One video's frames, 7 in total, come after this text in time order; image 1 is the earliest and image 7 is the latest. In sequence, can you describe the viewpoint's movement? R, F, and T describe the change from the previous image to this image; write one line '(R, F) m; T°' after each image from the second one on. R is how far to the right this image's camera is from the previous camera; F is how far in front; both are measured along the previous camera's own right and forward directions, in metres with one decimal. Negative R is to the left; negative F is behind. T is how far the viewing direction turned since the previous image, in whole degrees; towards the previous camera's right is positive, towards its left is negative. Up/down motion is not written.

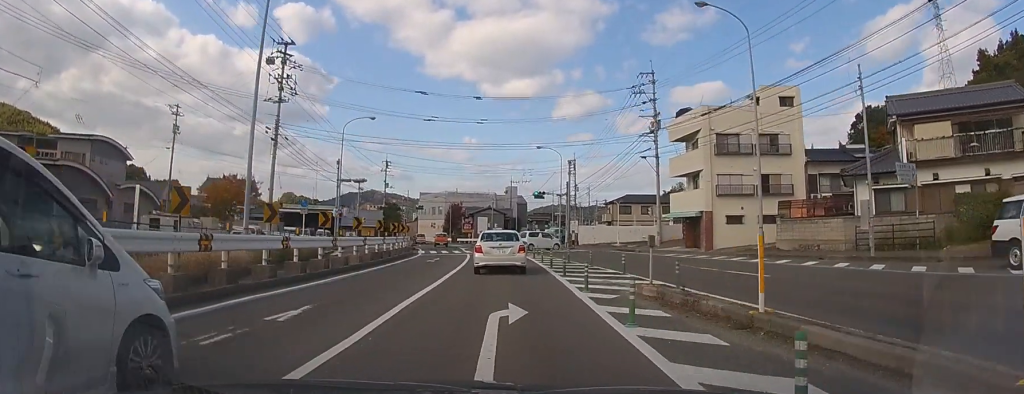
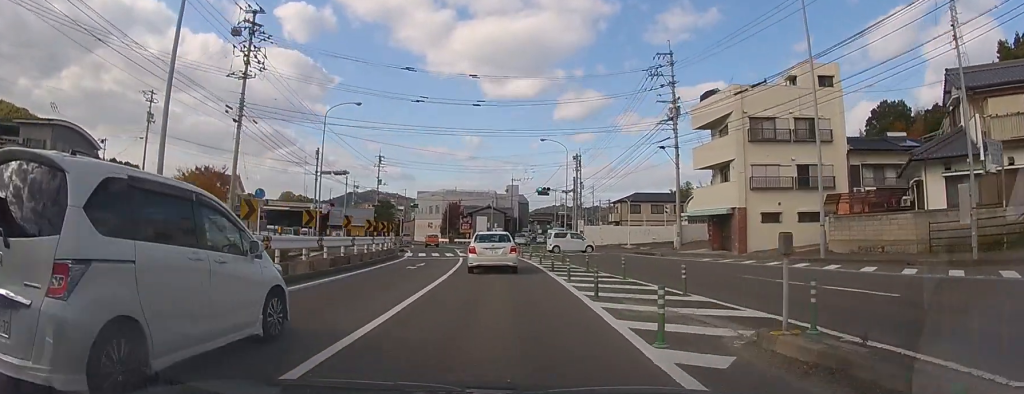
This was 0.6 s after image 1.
(0.0, +5.4) m; 0°
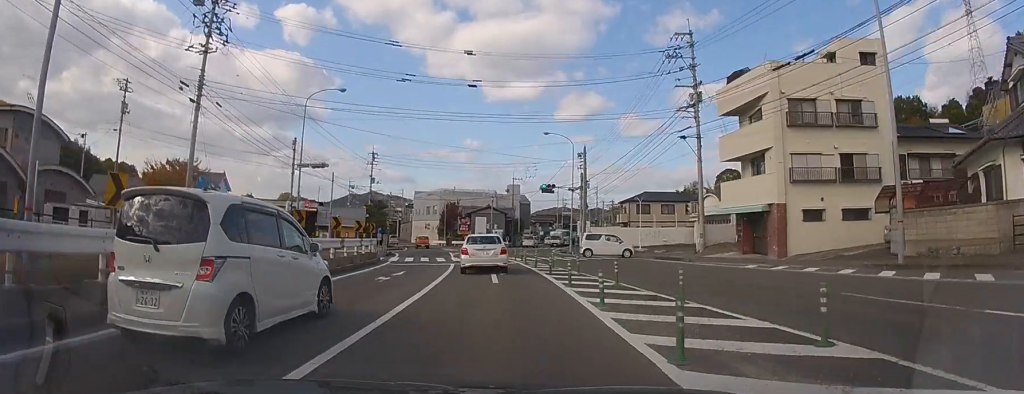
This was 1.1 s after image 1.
(0.0, +4.5) m; 0°
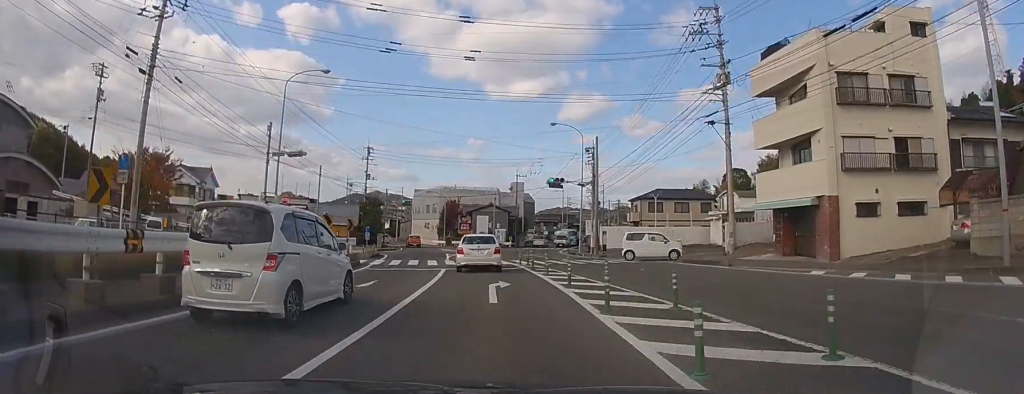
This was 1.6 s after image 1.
(0.0, +4.5) m; 0°
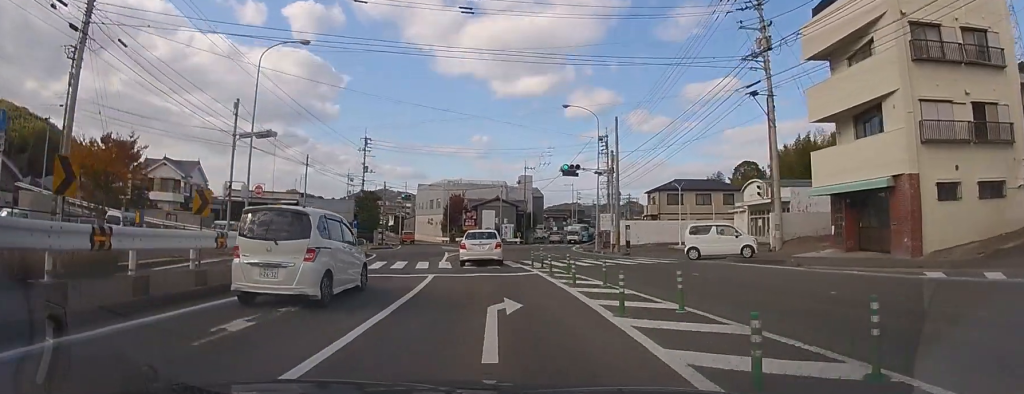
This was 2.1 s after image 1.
(0.0, +4.6) m; -1°
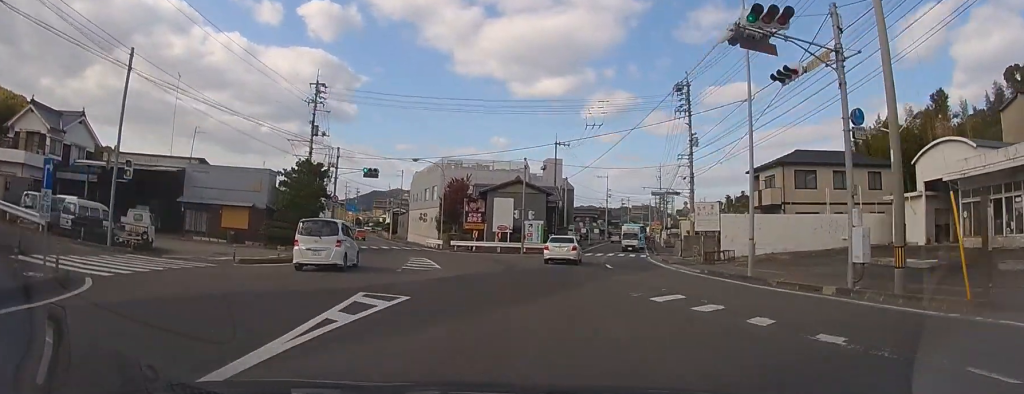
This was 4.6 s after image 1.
(-0.9, +24.1) m; -3°
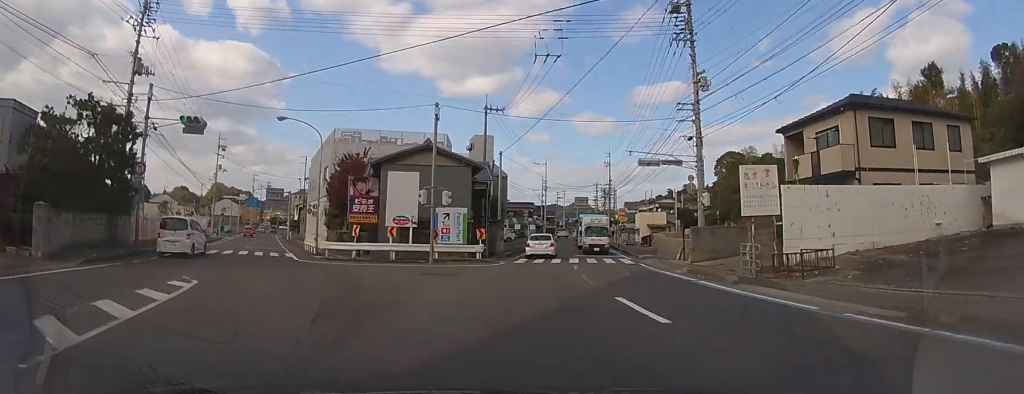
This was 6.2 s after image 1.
(+0.5, +15.7) m; +5°
